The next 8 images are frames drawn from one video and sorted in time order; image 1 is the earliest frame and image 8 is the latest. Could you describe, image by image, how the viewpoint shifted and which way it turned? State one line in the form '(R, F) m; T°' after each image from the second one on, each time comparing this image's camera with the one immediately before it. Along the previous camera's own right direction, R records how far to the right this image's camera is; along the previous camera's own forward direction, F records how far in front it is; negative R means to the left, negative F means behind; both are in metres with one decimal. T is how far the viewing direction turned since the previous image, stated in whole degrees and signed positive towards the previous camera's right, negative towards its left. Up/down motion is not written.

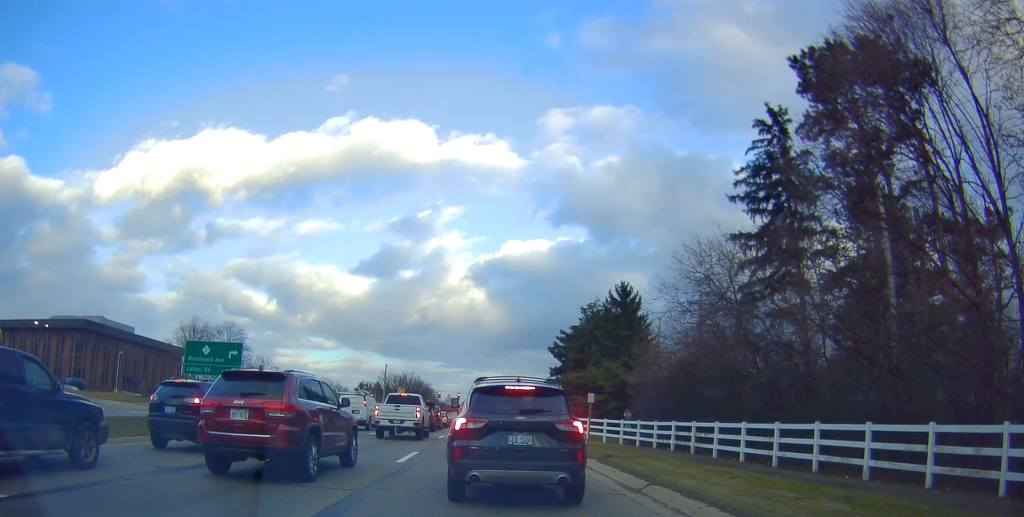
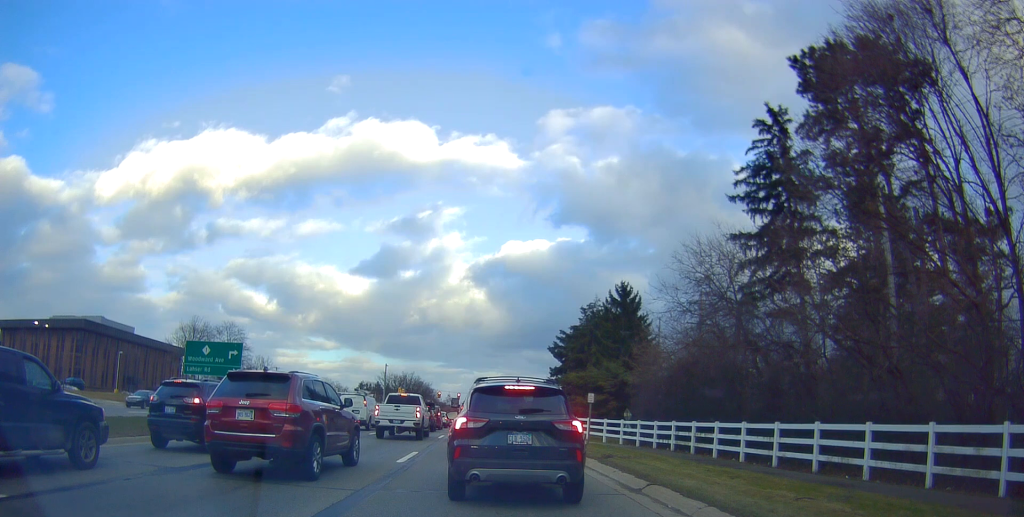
(0.0, 0.0) m; 0°
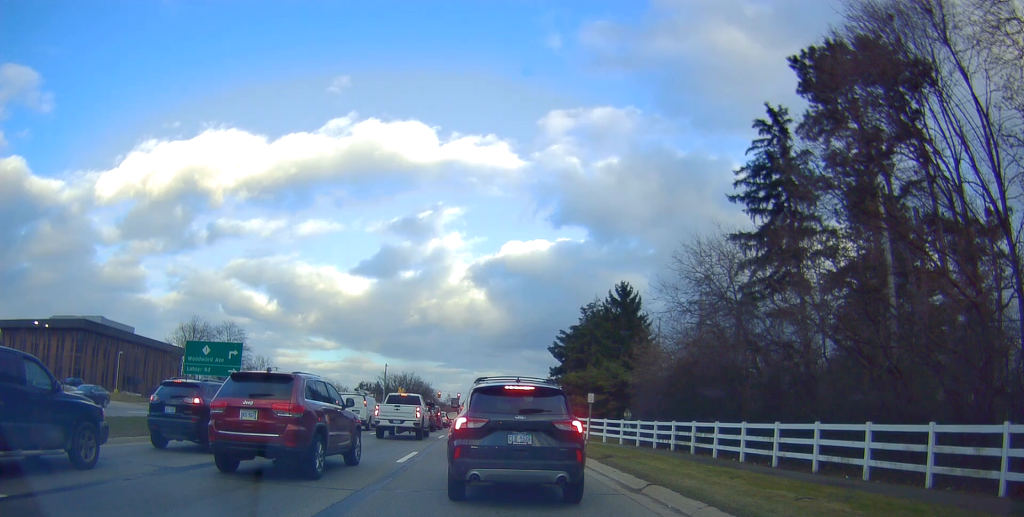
(0.0, 0.0) m; 0°
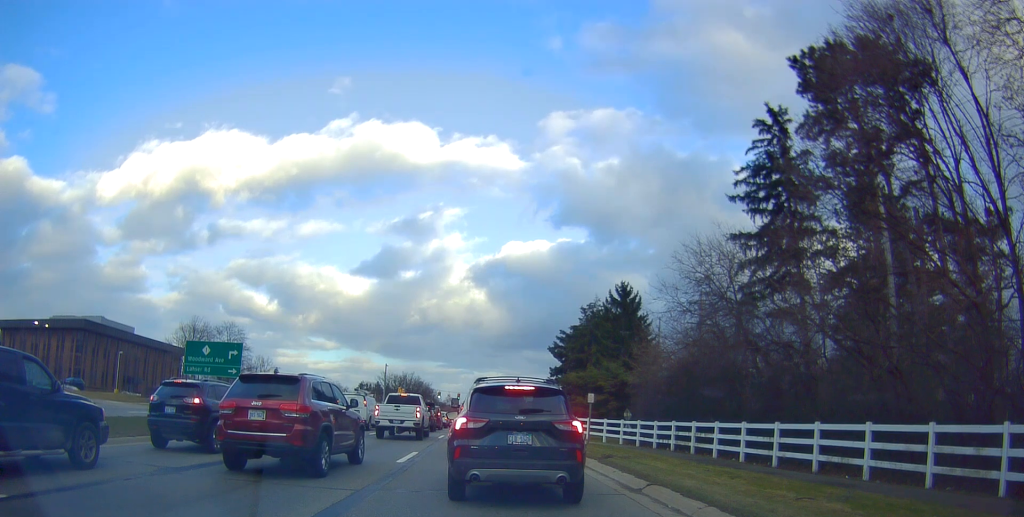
(0.0, 0.0) m; 0°
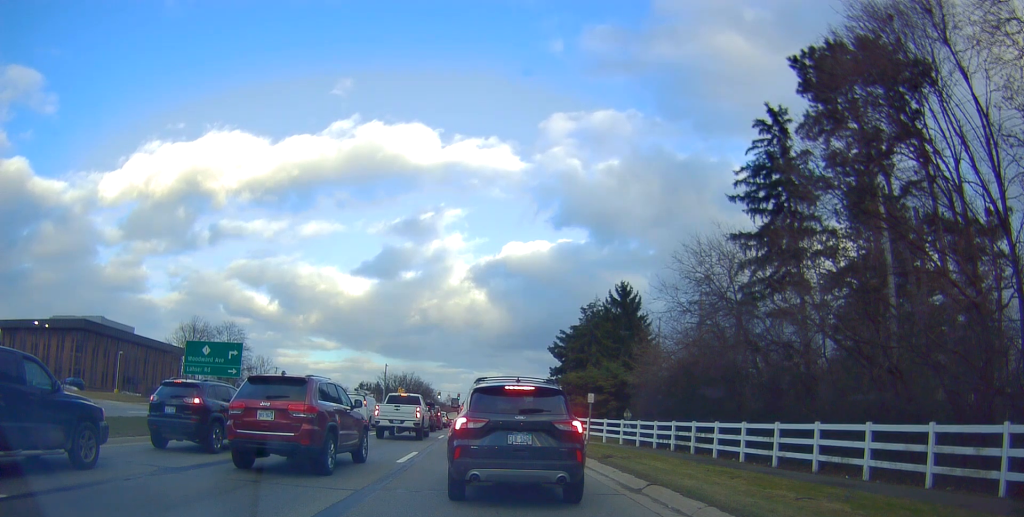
(0.0, 0.0) m; 0°
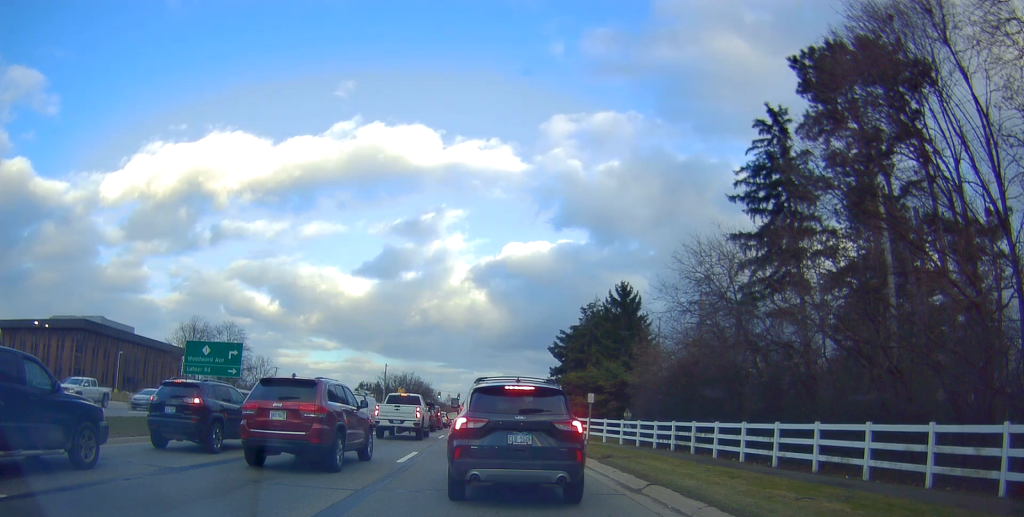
(0.0, 0.0) m; 0°
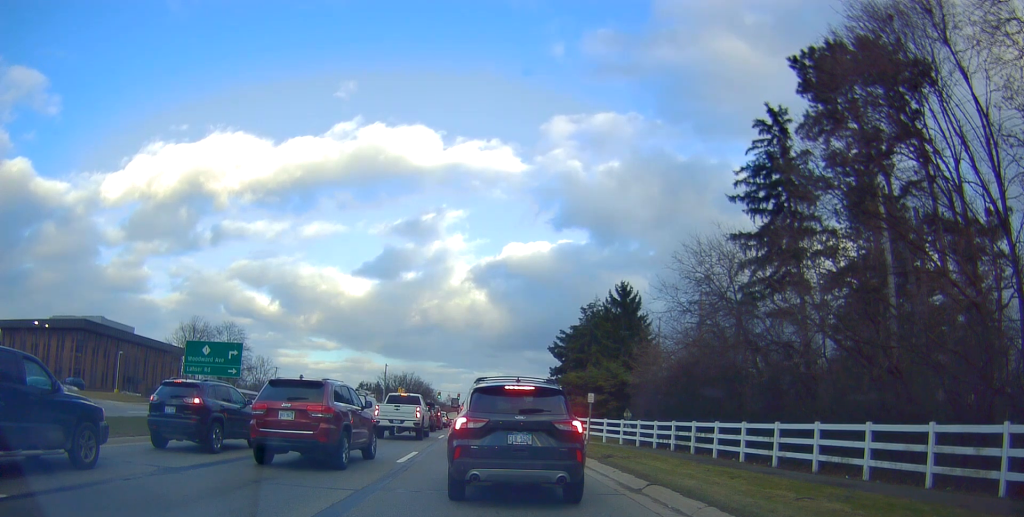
(0.0, 0.0) m; 0°
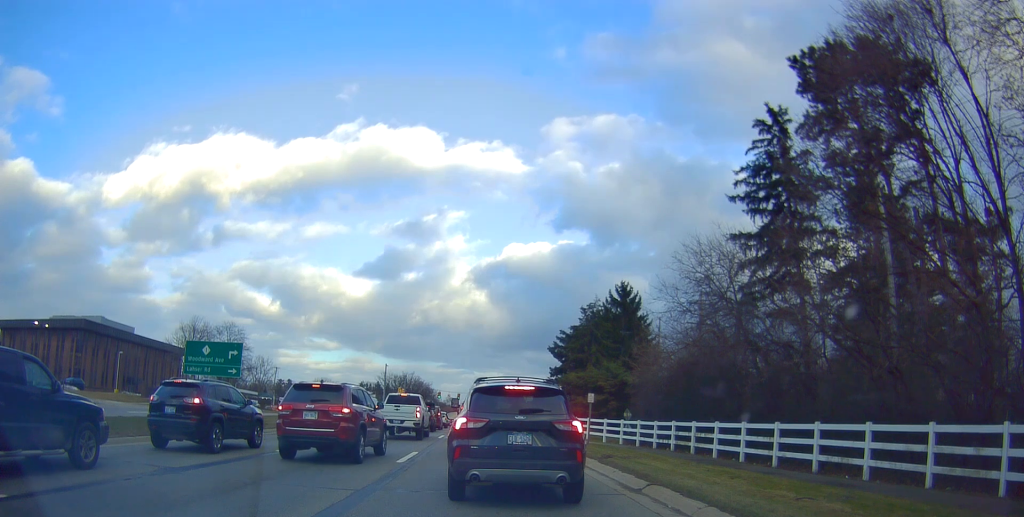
(0.0, 0.0) m; 0°
